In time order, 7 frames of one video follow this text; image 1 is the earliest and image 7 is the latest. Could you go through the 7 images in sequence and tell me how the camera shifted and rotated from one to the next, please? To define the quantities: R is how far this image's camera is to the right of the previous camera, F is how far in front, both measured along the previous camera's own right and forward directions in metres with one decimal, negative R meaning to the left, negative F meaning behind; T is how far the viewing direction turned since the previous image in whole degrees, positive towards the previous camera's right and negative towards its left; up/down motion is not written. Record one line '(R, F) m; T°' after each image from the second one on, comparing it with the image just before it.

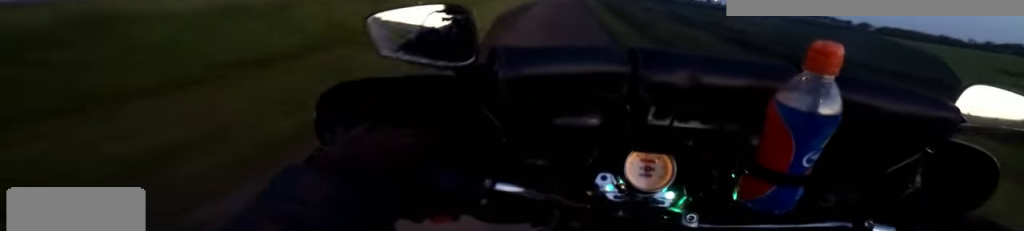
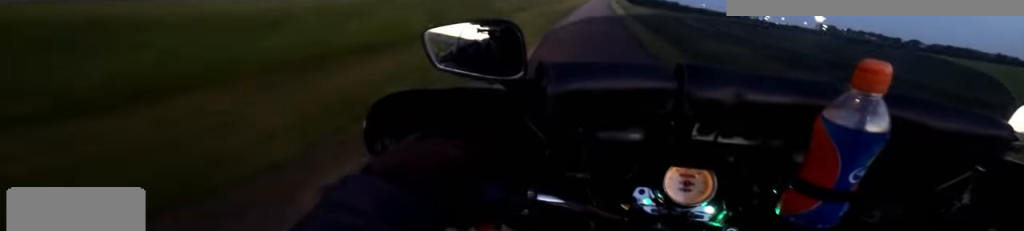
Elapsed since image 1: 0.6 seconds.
(-0.2, +8.8) m; -1°
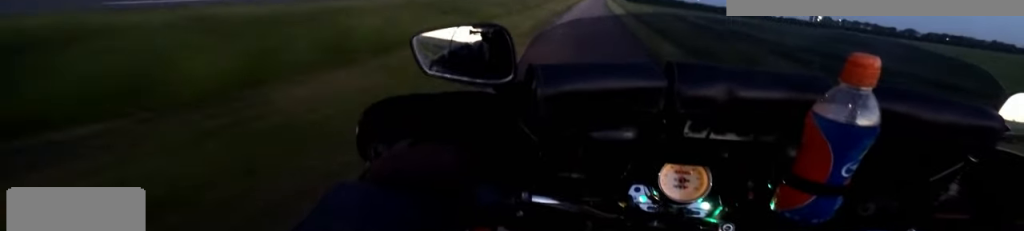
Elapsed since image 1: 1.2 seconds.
(+0.1, +8.7) m; +1°
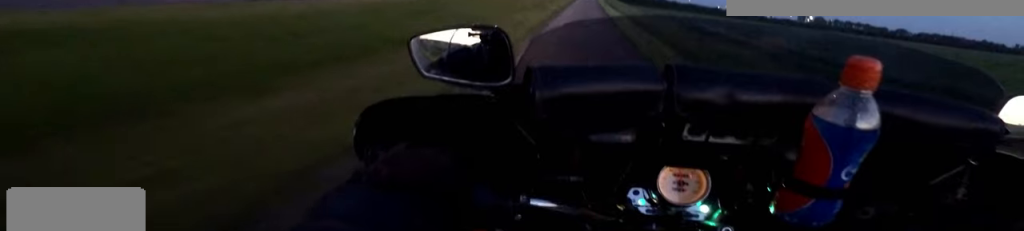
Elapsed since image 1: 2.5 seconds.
(+0.1, +17.3) m; +1°
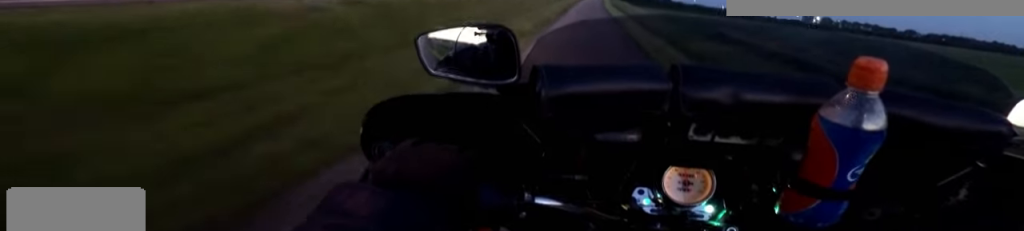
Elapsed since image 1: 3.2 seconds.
(0.0, +9.8) m; +1°
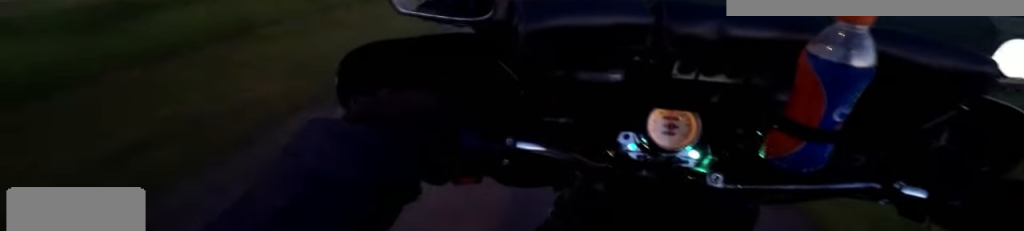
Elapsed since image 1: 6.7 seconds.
(+1.3, +46.2) m; +2°
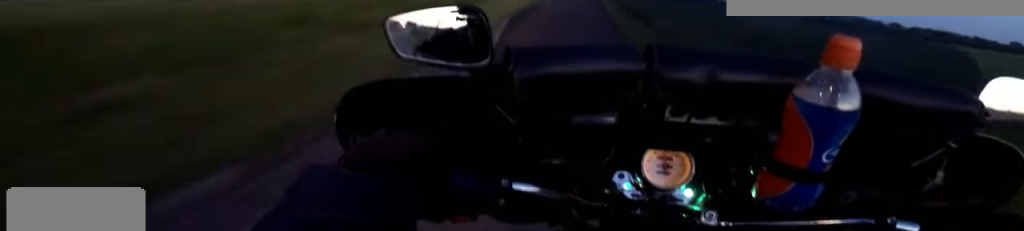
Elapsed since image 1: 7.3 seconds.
(-0.4, +7.0) m; -1°
